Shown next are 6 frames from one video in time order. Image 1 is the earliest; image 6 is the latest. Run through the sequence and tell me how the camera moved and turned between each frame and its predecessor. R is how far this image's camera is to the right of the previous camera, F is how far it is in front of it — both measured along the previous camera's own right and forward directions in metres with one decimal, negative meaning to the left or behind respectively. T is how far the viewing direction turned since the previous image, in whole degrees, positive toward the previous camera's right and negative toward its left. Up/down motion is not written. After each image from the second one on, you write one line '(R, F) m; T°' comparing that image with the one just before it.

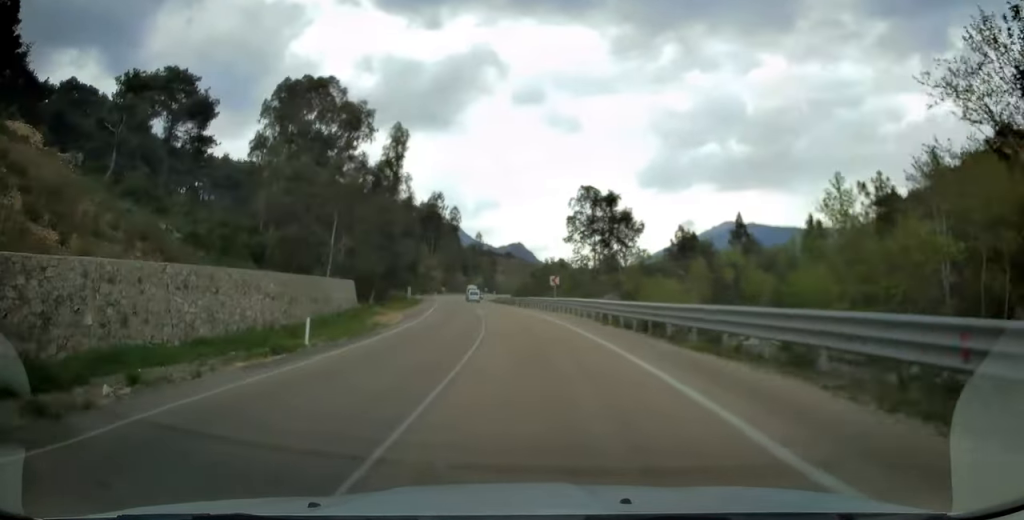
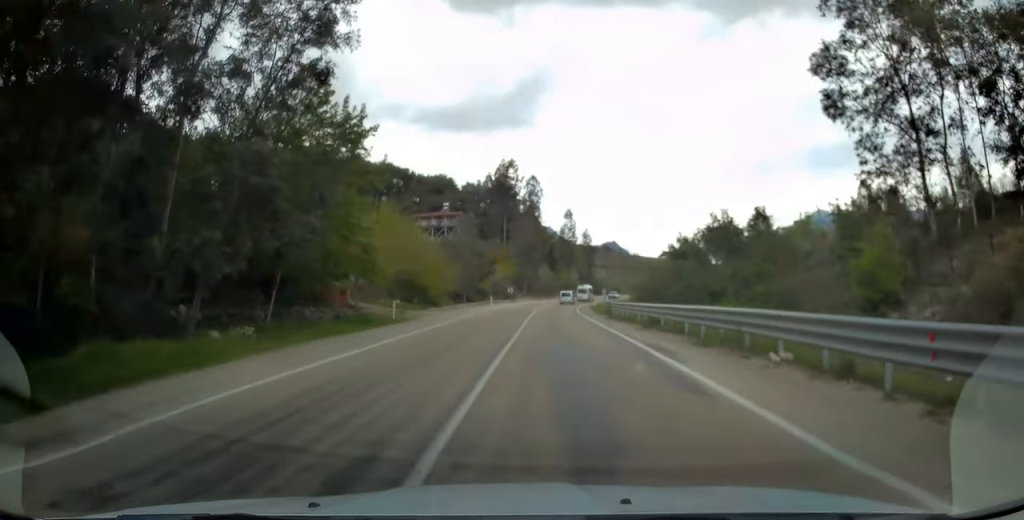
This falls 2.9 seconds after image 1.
(-5.6, +58.5) m; -9°
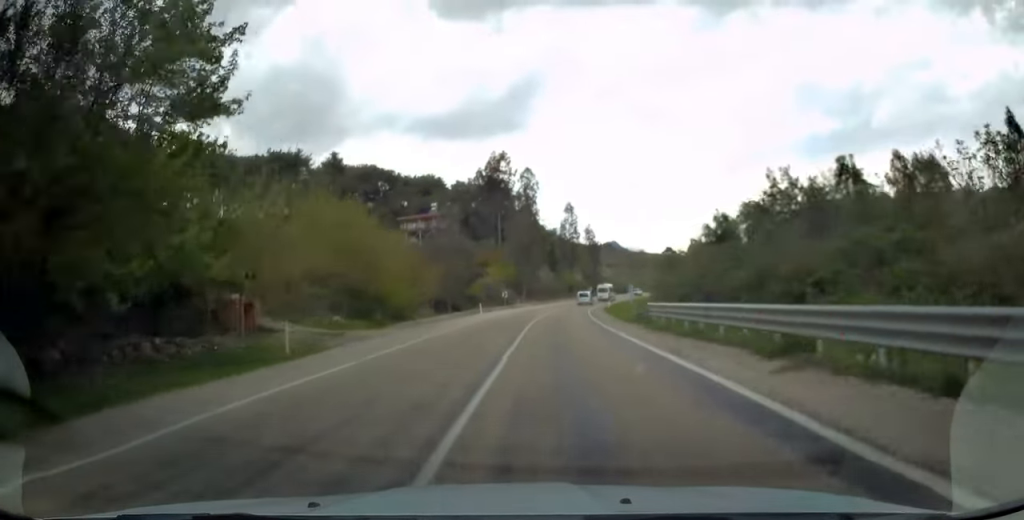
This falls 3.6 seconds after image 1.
(-0.1, +14.1) m; -1°
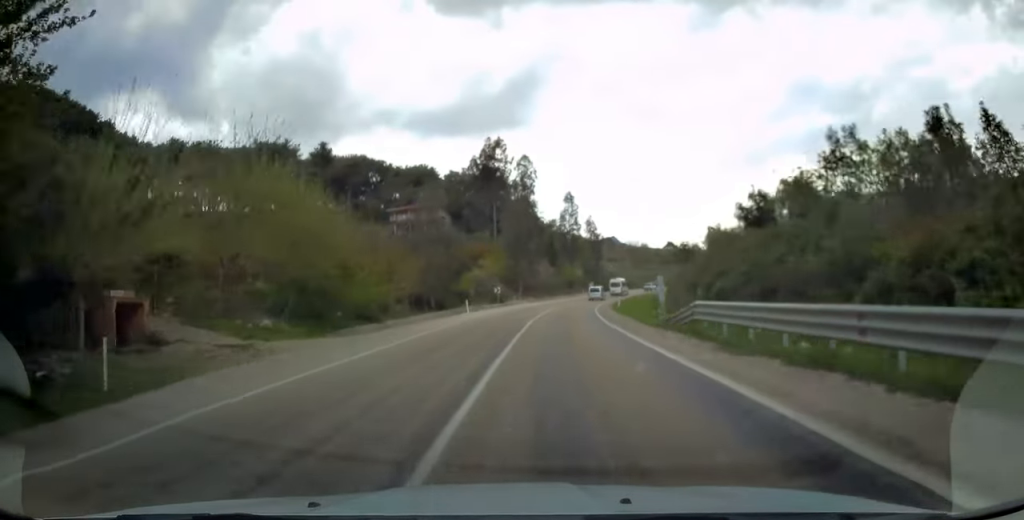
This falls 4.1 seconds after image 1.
(0.0, +8.8) m; 0°
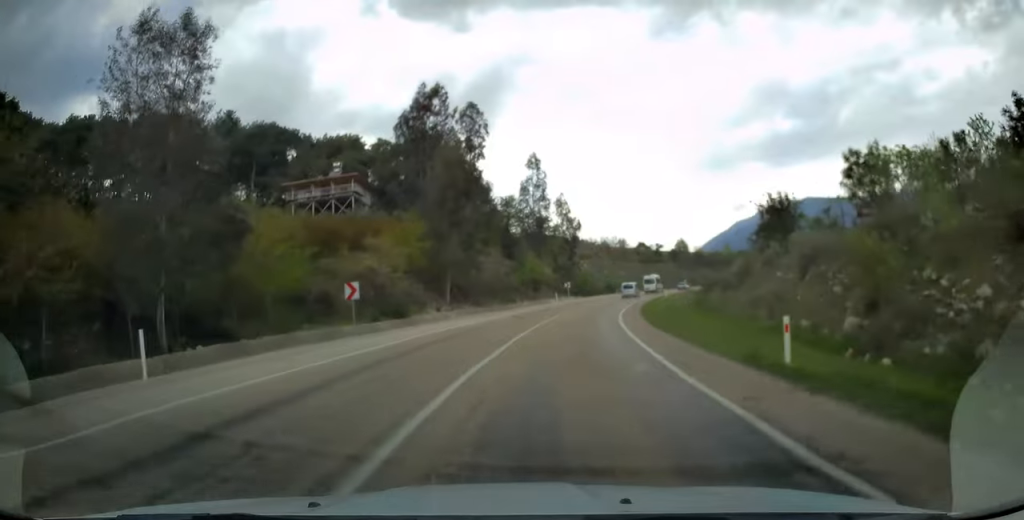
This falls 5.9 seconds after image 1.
(+0.9, +37.6) m; +4°
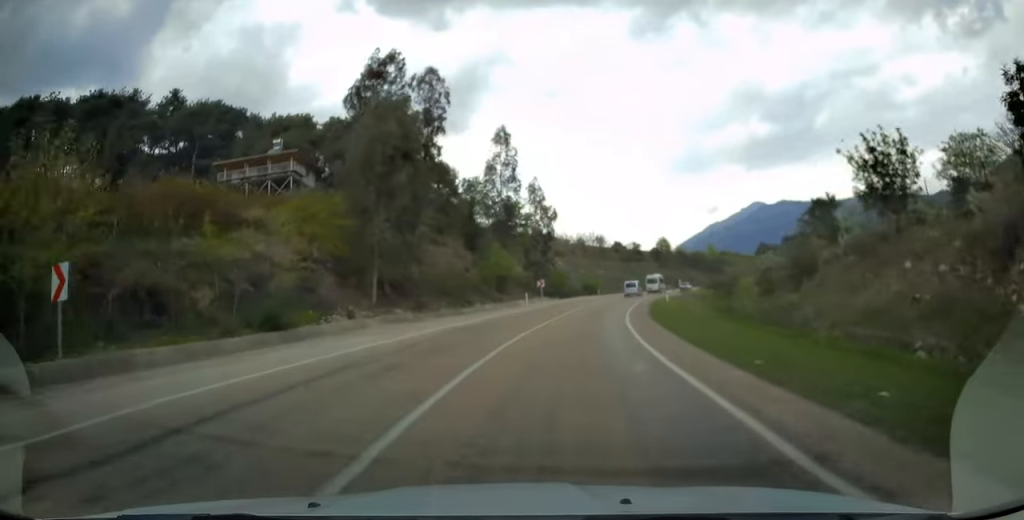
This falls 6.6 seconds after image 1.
(+0.2, +14.1) m; +3°
